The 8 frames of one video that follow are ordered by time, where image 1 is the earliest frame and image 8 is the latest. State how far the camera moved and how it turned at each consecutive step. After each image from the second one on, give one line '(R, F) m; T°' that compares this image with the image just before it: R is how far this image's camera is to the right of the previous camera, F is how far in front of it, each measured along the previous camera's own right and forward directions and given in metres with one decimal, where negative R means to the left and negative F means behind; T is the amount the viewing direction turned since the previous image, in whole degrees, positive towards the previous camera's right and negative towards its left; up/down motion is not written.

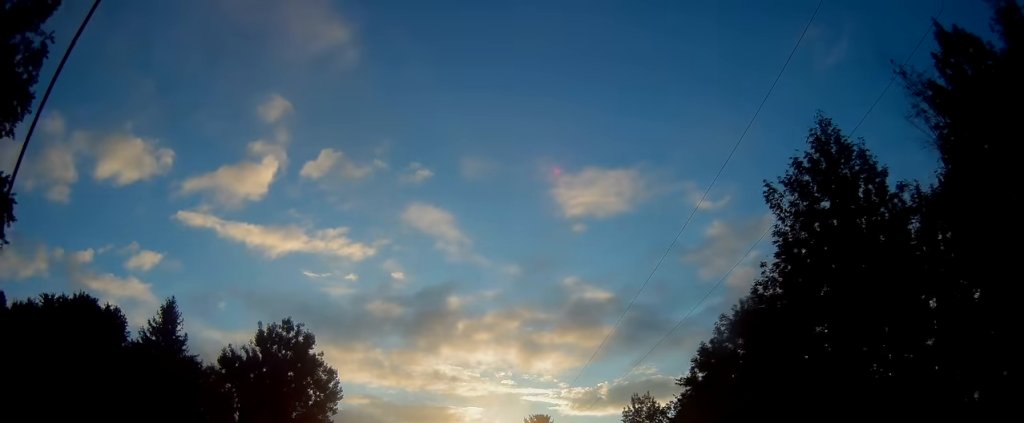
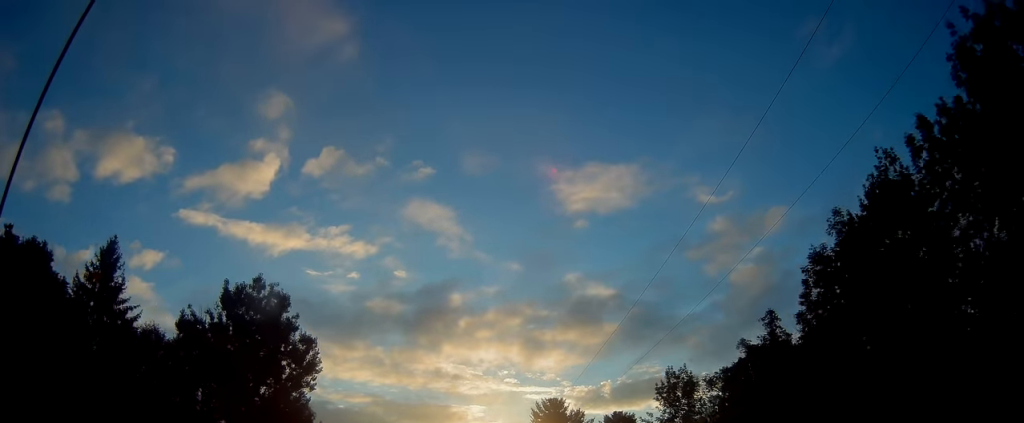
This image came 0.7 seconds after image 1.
(0.0, +13.9) m; 0°
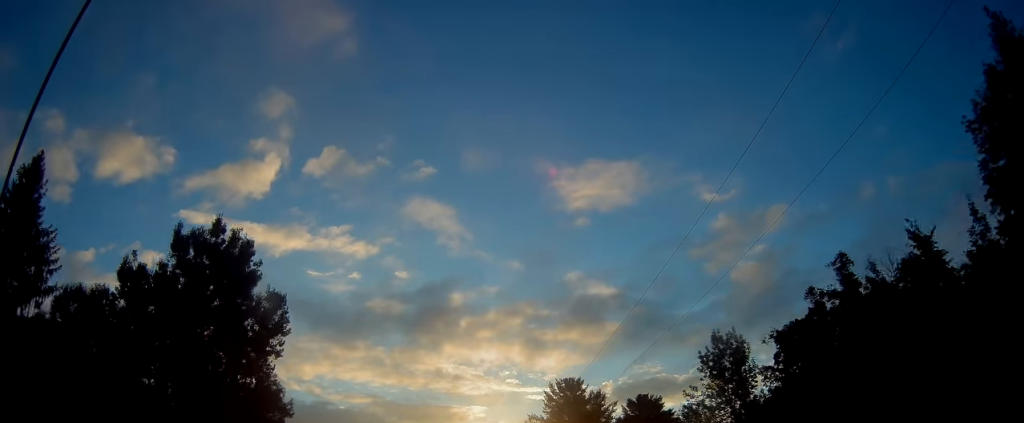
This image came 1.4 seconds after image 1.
(+0.3, +13.2) m; 0°
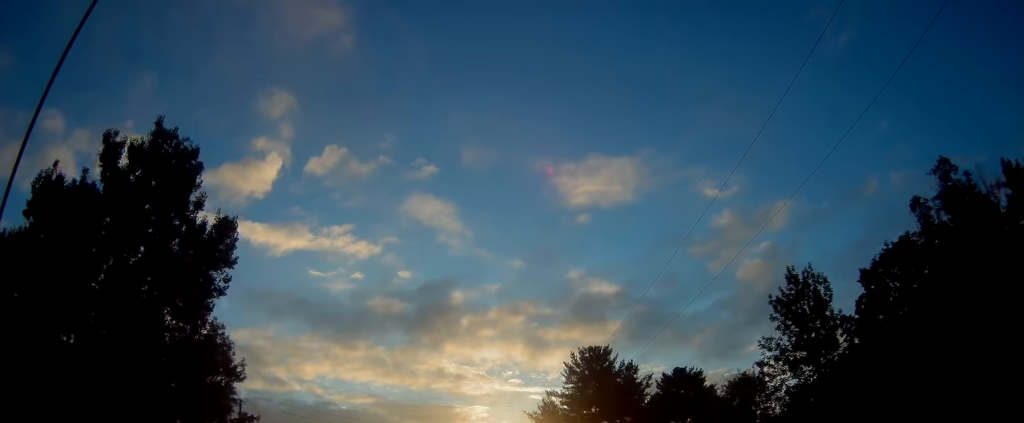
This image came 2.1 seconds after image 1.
(-0.3, +15.1) m; 0°
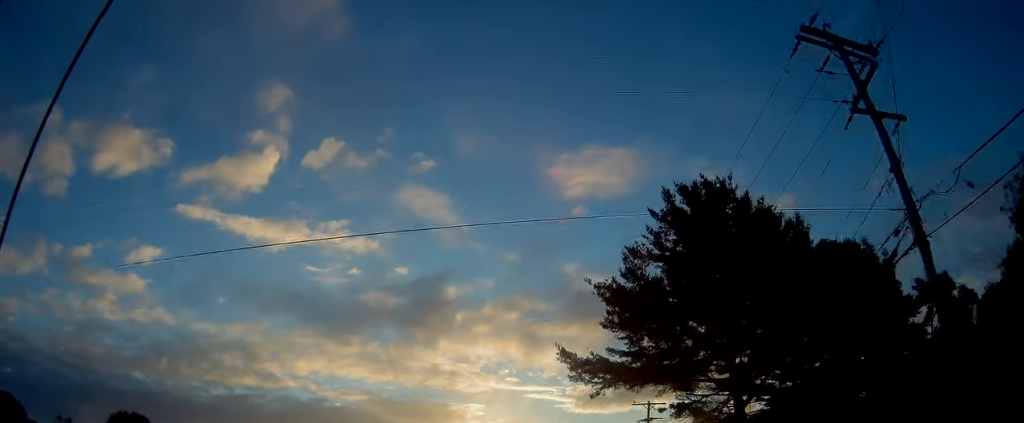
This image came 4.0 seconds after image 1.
(+0.6, +35.7) m; +1°
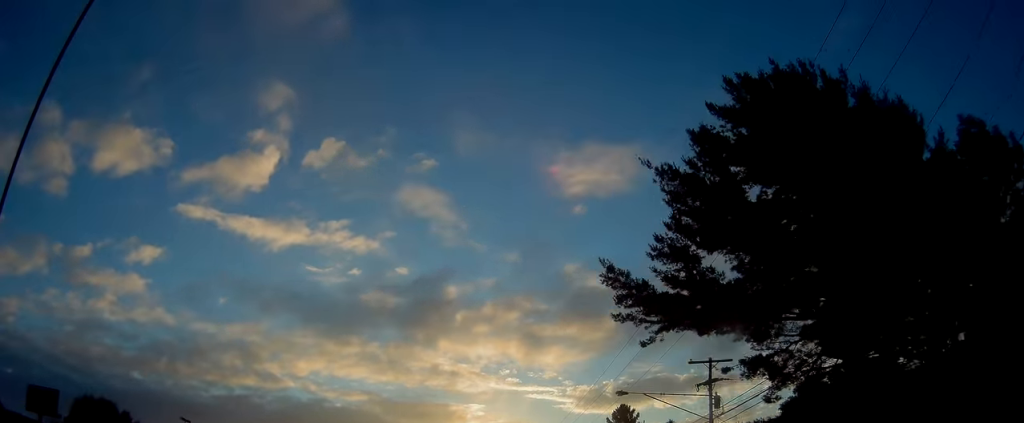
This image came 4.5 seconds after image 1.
(0.0, +10.9) m; 0°
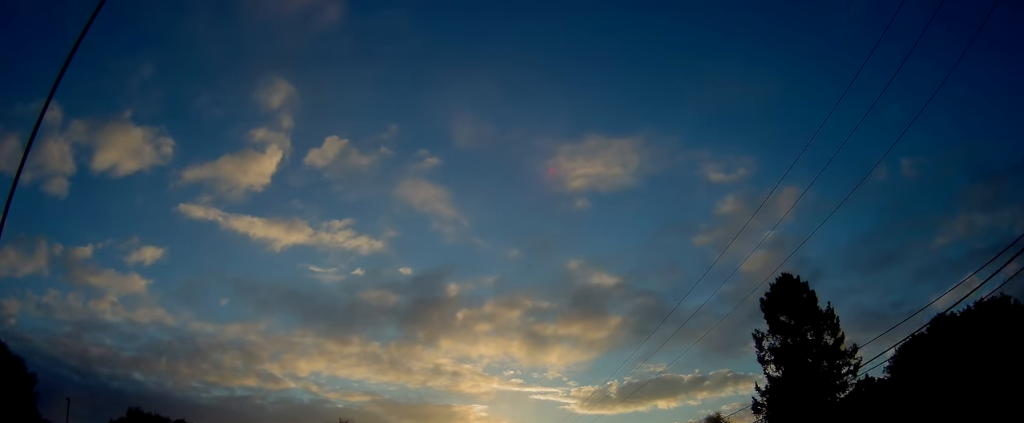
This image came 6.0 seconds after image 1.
(-0.5, +27.6) m; -1°
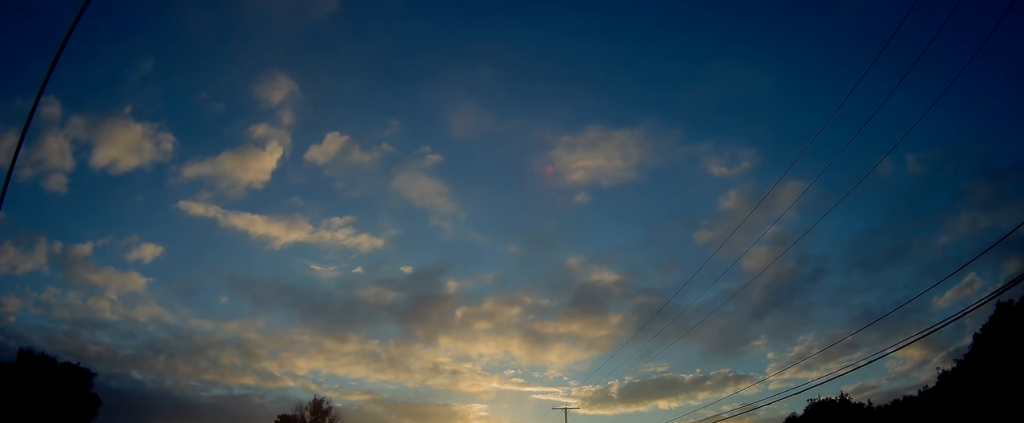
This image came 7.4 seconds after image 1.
(+0.3, +28.3) m; 0°
